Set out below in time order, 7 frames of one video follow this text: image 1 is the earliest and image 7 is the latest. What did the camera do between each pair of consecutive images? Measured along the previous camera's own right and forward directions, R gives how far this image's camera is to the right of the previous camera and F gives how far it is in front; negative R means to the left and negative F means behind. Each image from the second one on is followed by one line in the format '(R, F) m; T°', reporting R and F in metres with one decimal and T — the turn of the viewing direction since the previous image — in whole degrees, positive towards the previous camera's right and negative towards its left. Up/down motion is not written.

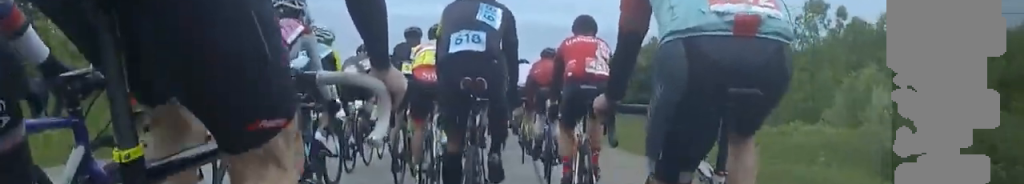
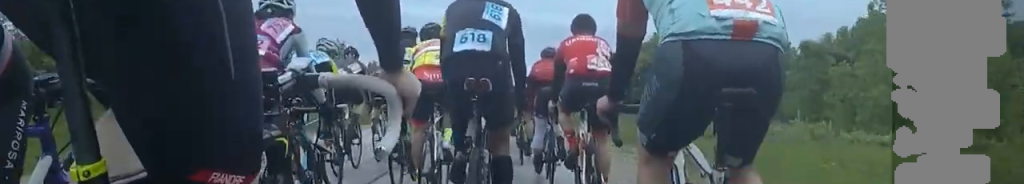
(0.0, +9.2) m; +2°
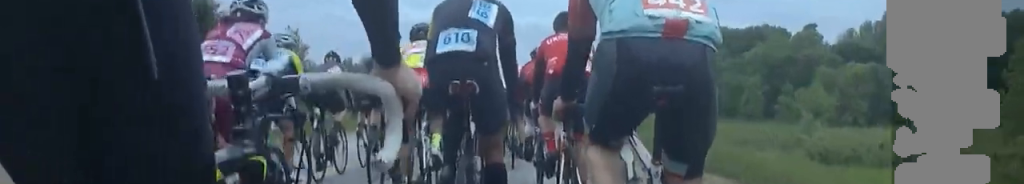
(+0.2, +12.4) m; -1°
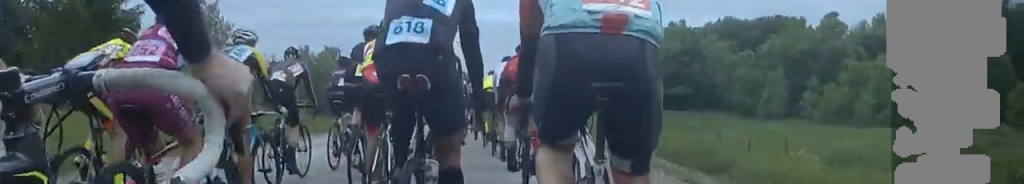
(-0.3, +11.7) m; -1°
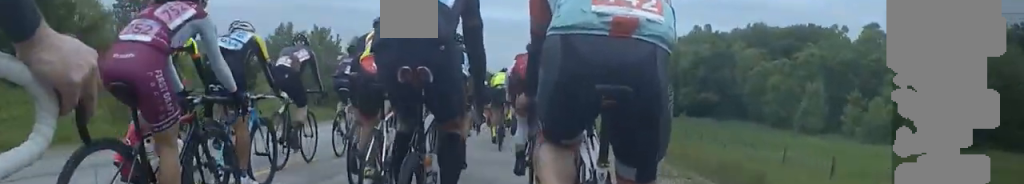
(0.0, +8.4) m; 0°
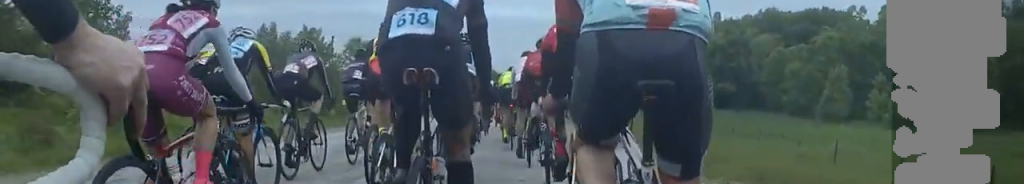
(0.0, +4.4) m; 0°
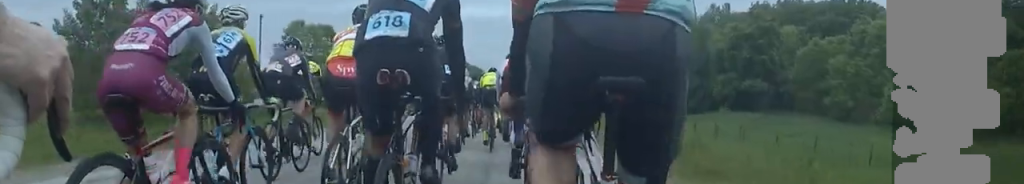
(0.0, +17.8) m; 0°
